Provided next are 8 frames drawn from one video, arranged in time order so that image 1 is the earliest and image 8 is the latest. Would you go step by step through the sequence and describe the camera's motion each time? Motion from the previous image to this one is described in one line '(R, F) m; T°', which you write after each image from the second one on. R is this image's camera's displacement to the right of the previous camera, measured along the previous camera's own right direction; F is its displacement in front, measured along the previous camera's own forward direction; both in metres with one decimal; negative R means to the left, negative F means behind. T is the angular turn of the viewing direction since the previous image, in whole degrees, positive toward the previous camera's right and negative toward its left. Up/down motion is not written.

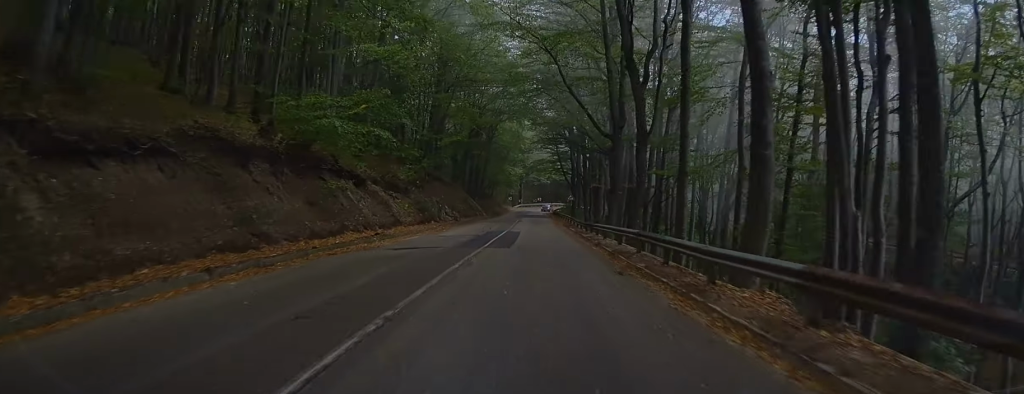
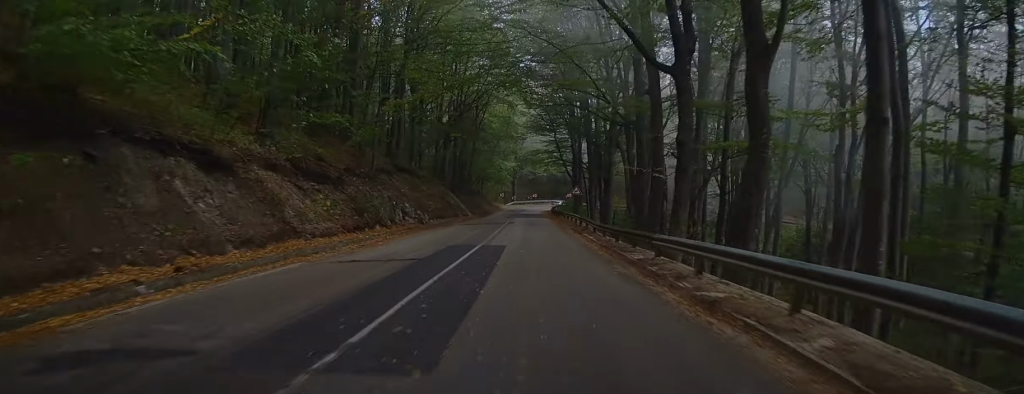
(-0.1, +13.9) m; +1°
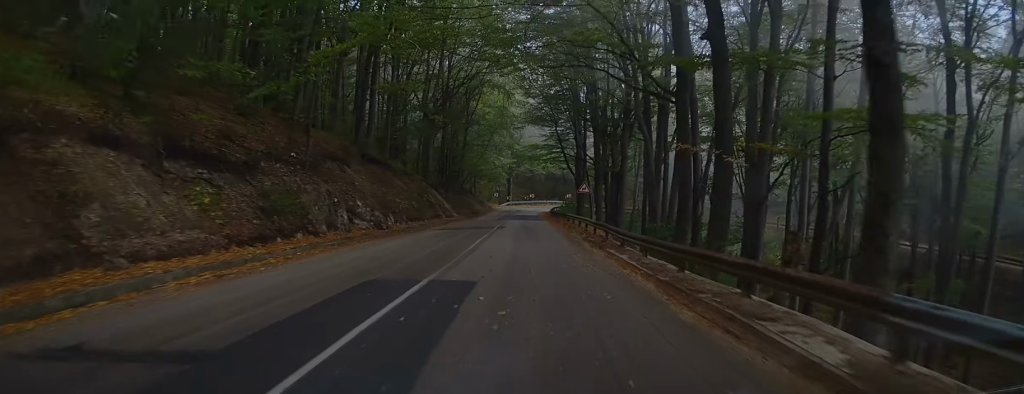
(+0.3, +9.4) m; -1°
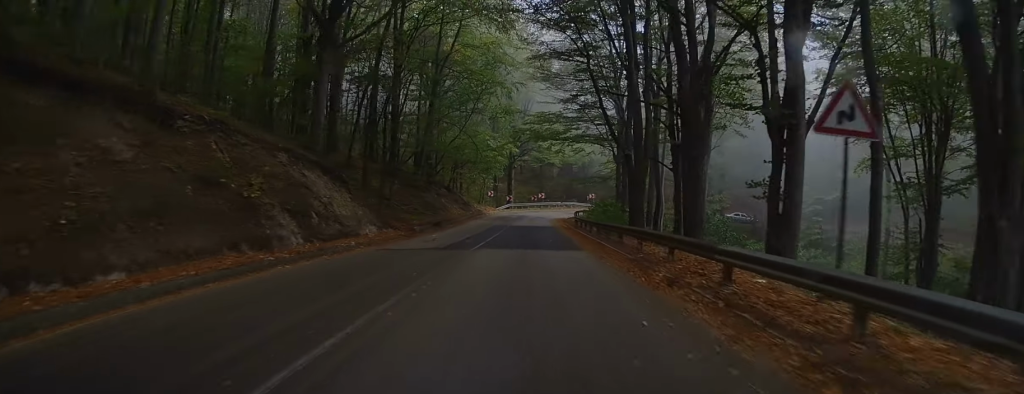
(-1.6, +32.6) m; 0°
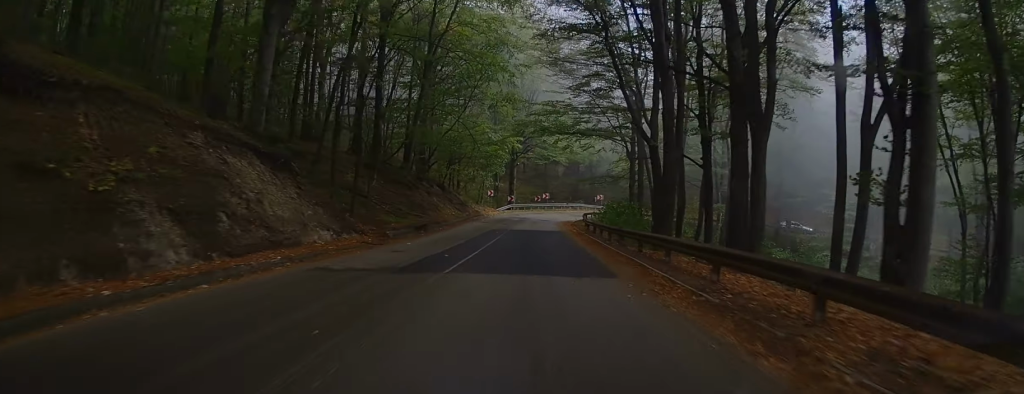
(+0.4, +6.6) m; +1°
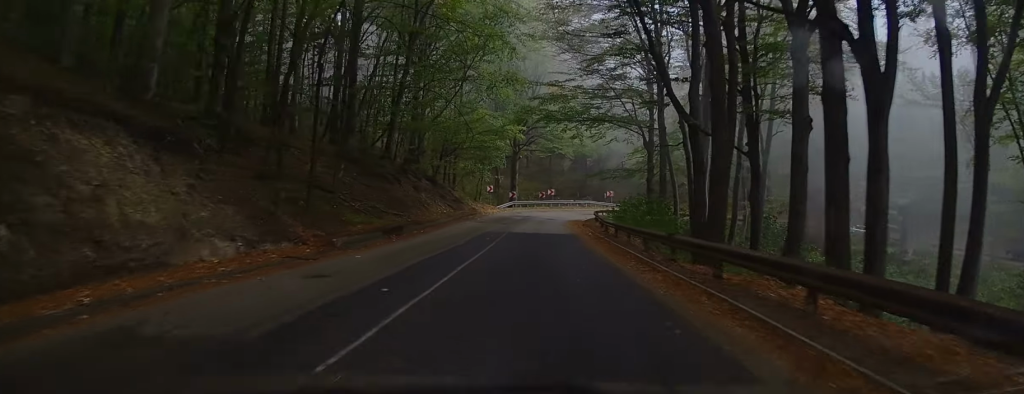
(+0.1, +7.1) m; 0°
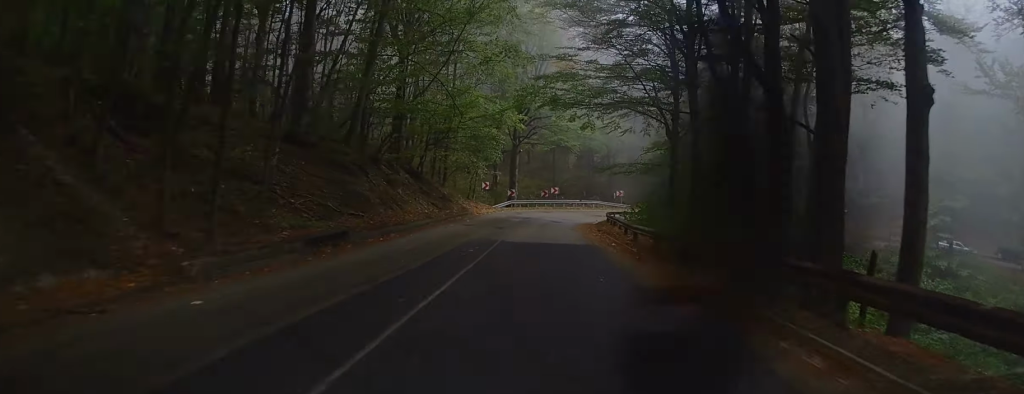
(-0.2, +8.1) m; -1°
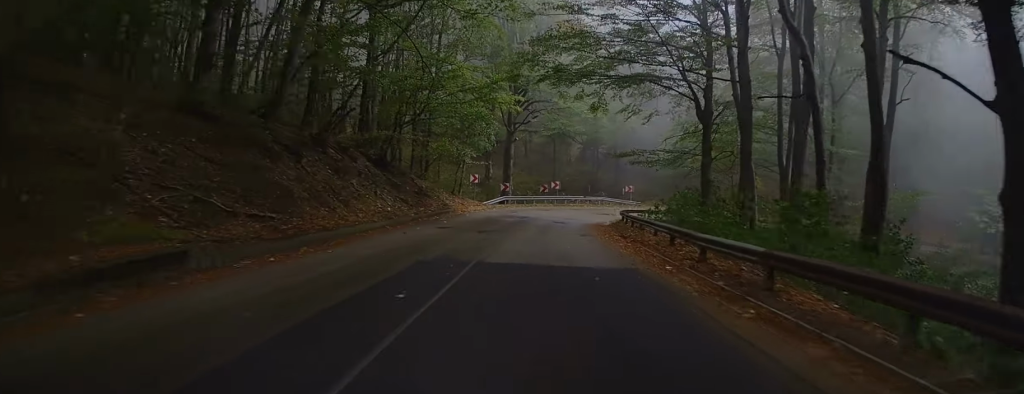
(0.0, +8.8) m; +1°
